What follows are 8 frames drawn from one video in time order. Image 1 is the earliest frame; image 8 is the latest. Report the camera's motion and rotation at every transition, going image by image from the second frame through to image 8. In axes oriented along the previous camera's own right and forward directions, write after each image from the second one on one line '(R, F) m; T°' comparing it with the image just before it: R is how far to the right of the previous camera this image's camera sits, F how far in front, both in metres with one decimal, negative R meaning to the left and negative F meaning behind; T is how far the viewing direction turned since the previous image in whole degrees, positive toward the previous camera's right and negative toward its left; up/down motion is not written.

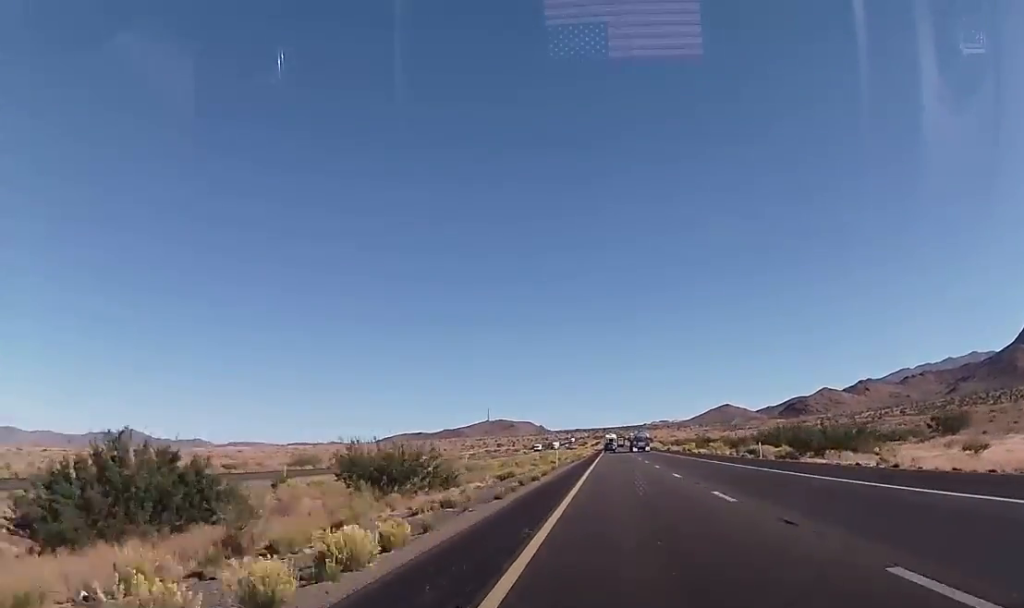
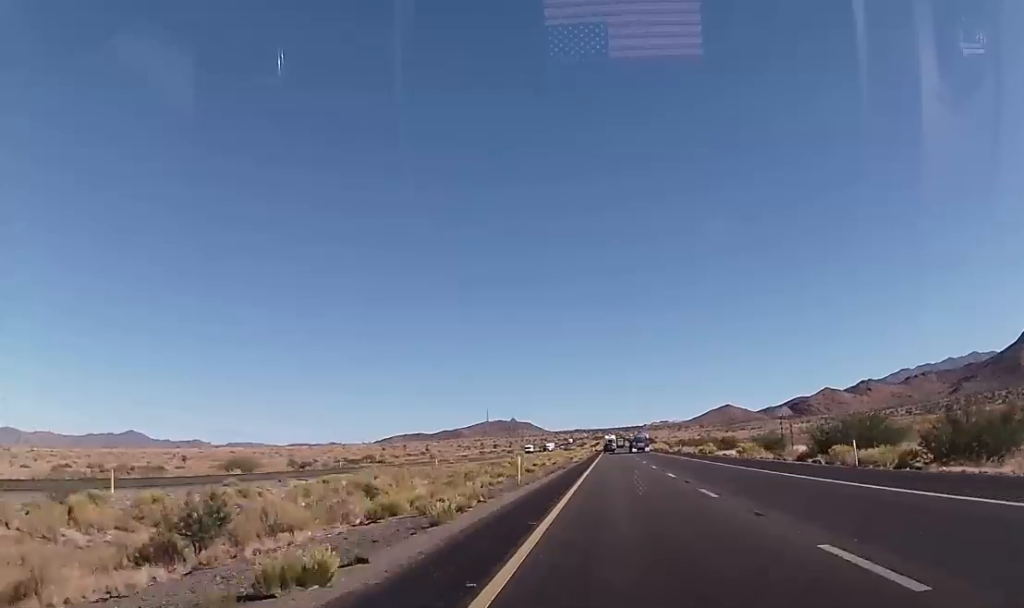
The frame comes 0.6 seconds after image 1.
(+0.4, +22.4) m; 0°
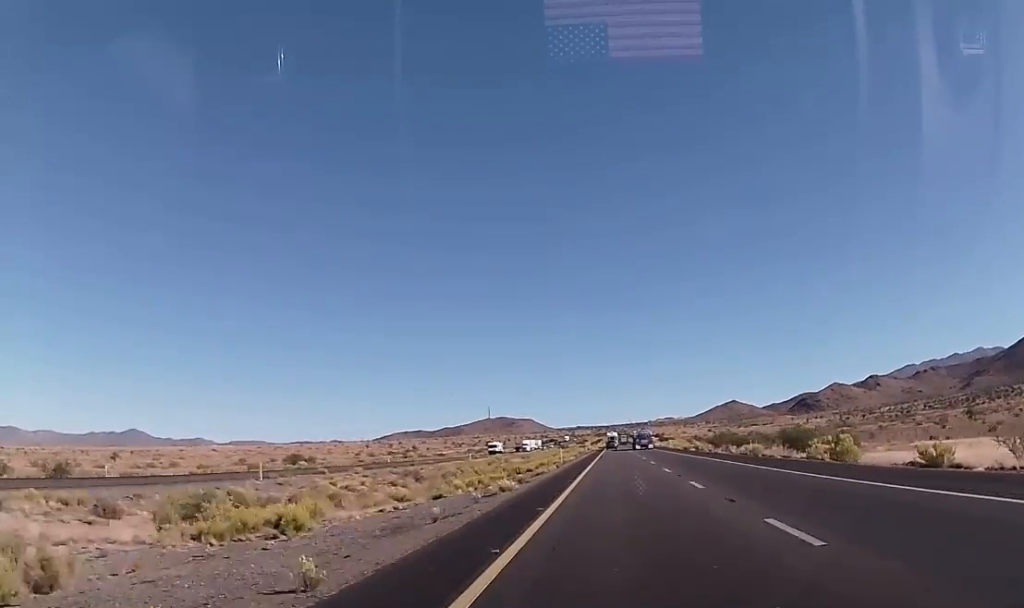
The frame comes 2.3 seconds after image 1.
(-0.7, +57.9) m; -1°
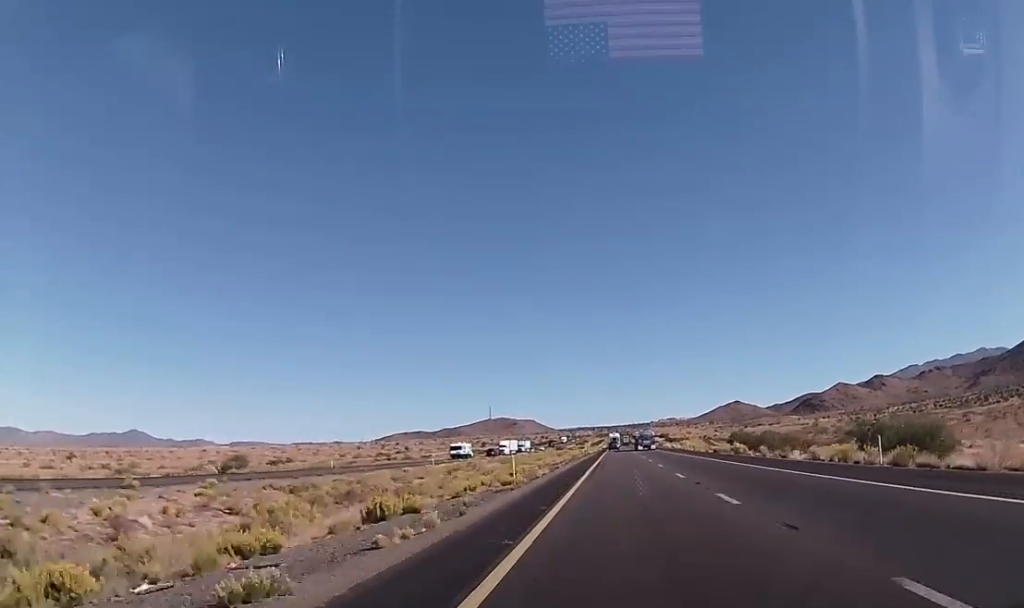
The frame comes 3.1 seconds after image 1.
(0.0, +29.5) m; 0°
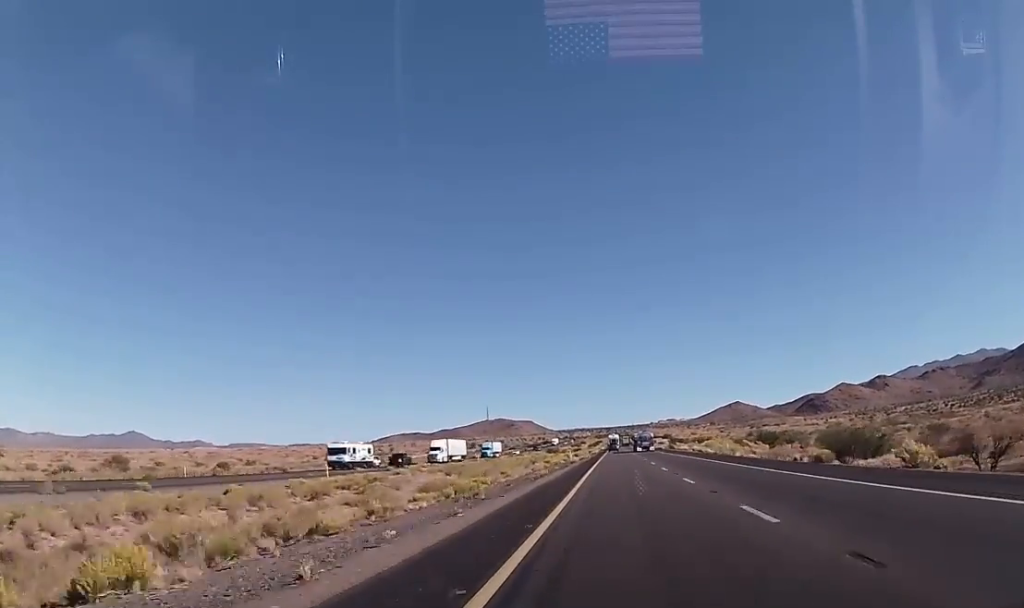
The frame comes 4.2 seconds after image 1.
(0.0, +39.9) m; 0°
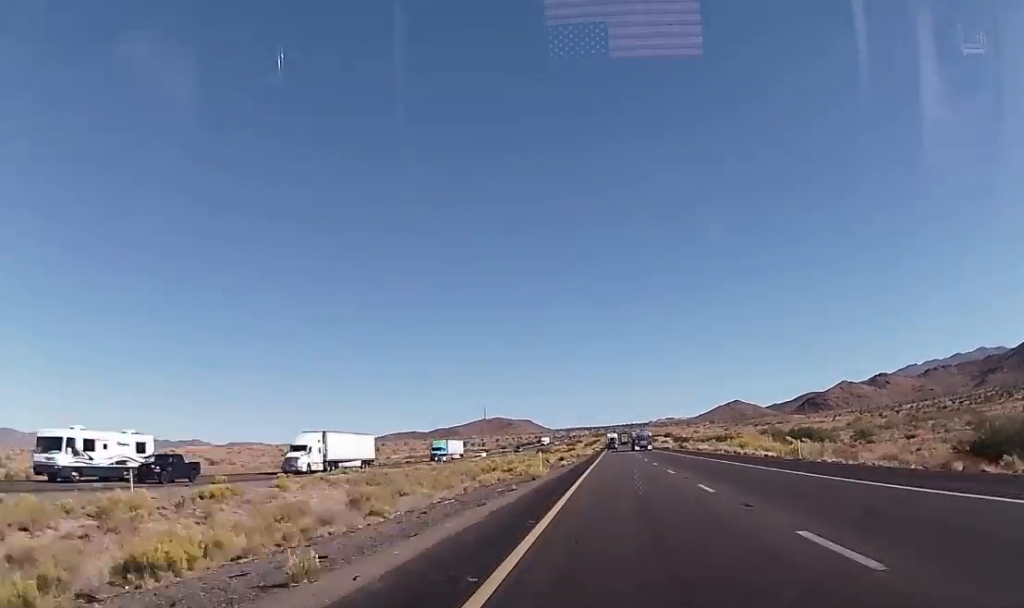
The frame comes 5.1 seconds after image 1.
(+0.1, +29.2) m; 0°
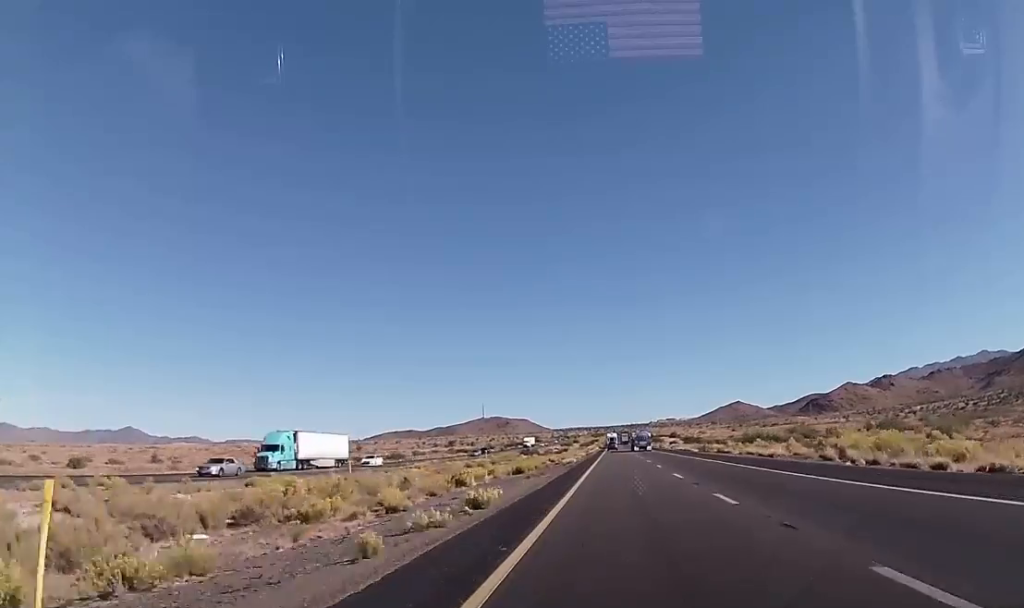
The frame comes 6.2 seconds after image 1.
(-0.1, +39.7) m; 0°
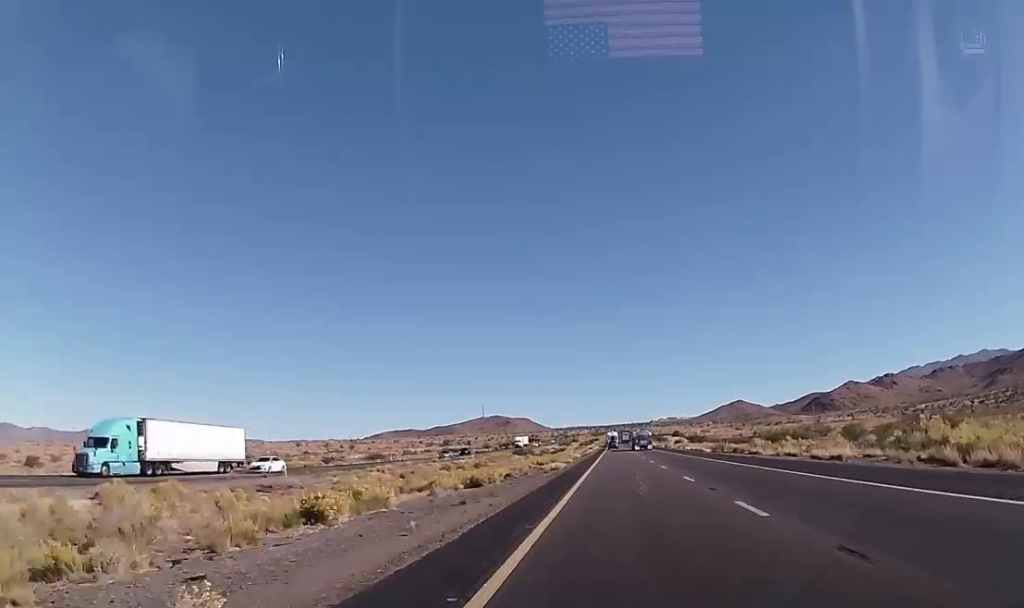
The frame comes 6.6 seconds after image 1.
(0.0, +15.2) m; 0°
